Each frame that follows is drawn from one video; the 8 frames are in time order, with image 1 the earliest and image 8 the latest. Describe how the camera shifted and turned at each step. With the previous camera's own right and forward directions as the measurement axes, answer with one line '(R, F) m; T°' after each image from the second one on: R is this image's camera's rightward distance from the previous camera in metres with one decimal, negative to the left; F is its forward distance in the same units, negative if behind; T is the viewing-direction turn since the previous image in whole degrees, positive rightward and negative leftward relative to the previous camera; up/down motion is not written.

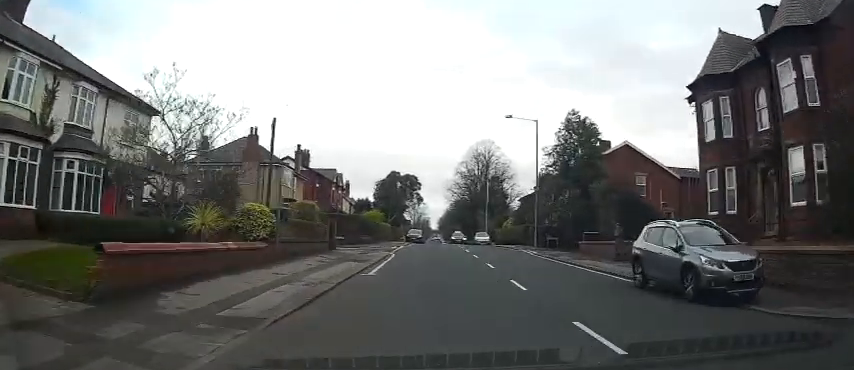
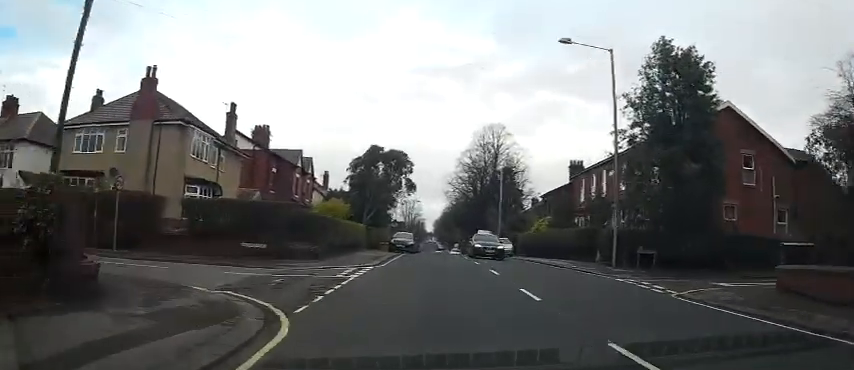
(-0.1, +19.1) m; 0°
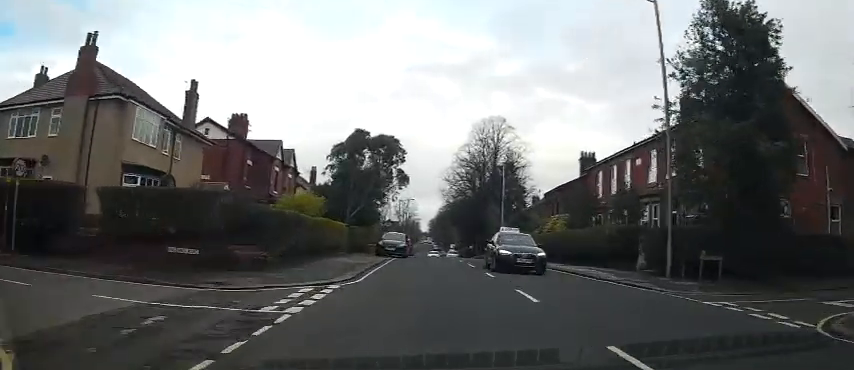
(+0.1, +6.1) m; 0°
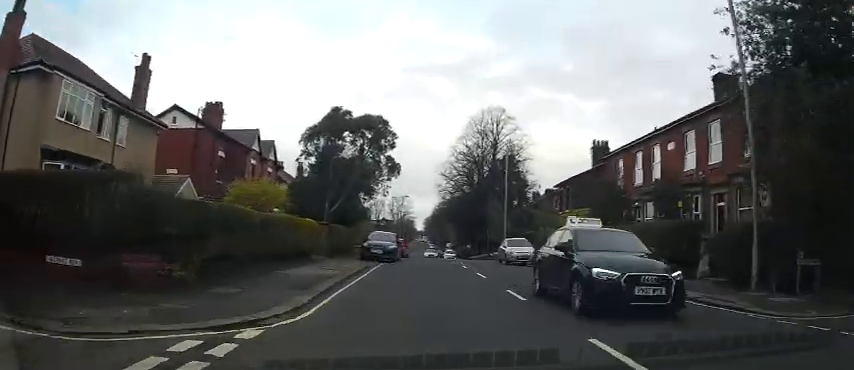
(+0.1, +5.5) m; 0°
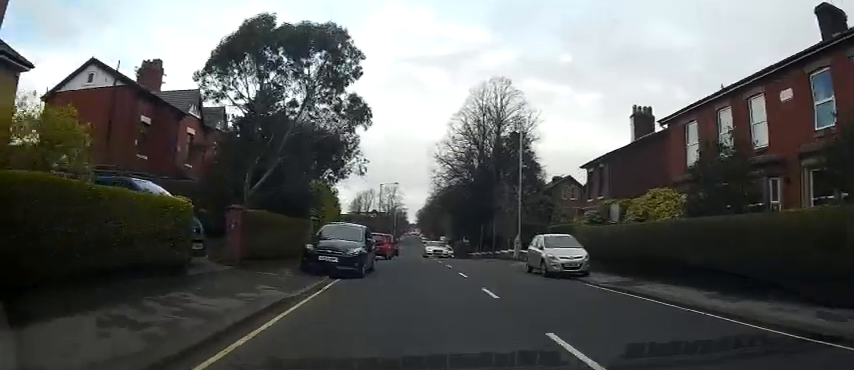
(0.0, +11.4) m; 0°
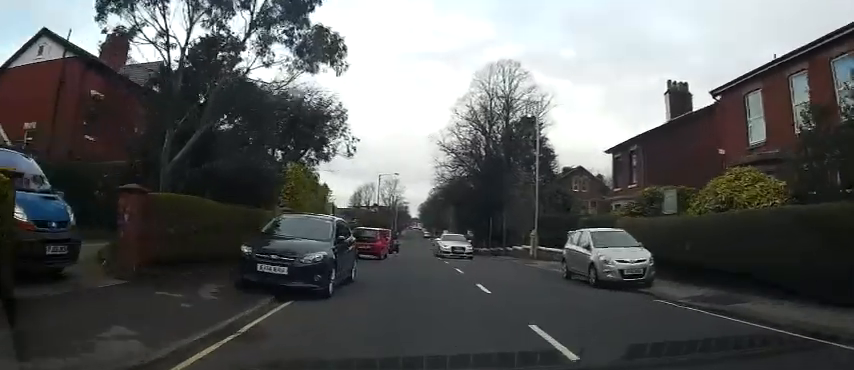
(0.0, +5.7) m; -1°
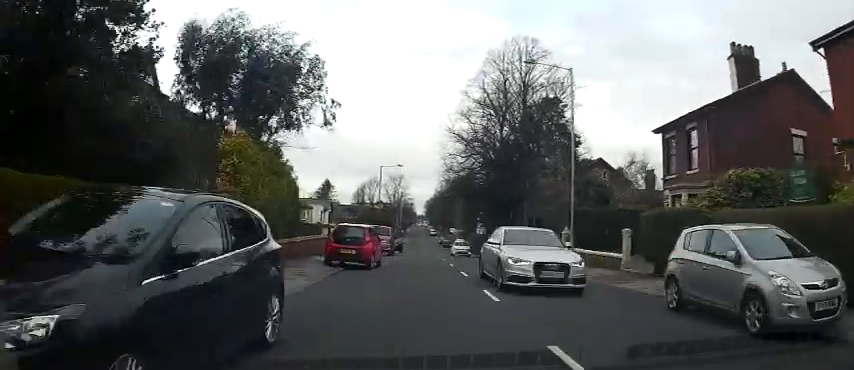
(0.0, +7.2) m; -1°
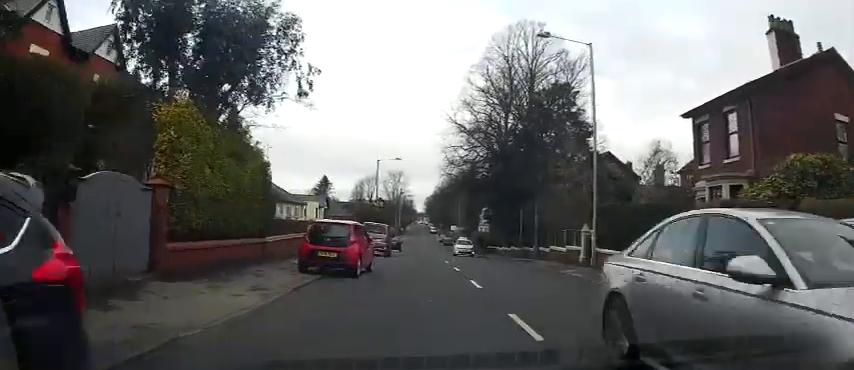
(-0.1, +3.9) m; 0°
